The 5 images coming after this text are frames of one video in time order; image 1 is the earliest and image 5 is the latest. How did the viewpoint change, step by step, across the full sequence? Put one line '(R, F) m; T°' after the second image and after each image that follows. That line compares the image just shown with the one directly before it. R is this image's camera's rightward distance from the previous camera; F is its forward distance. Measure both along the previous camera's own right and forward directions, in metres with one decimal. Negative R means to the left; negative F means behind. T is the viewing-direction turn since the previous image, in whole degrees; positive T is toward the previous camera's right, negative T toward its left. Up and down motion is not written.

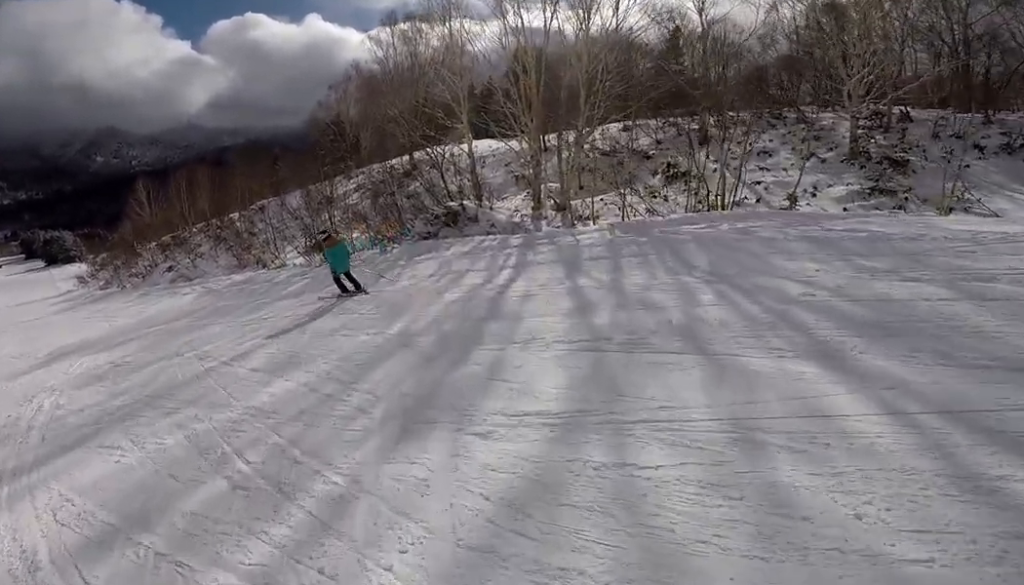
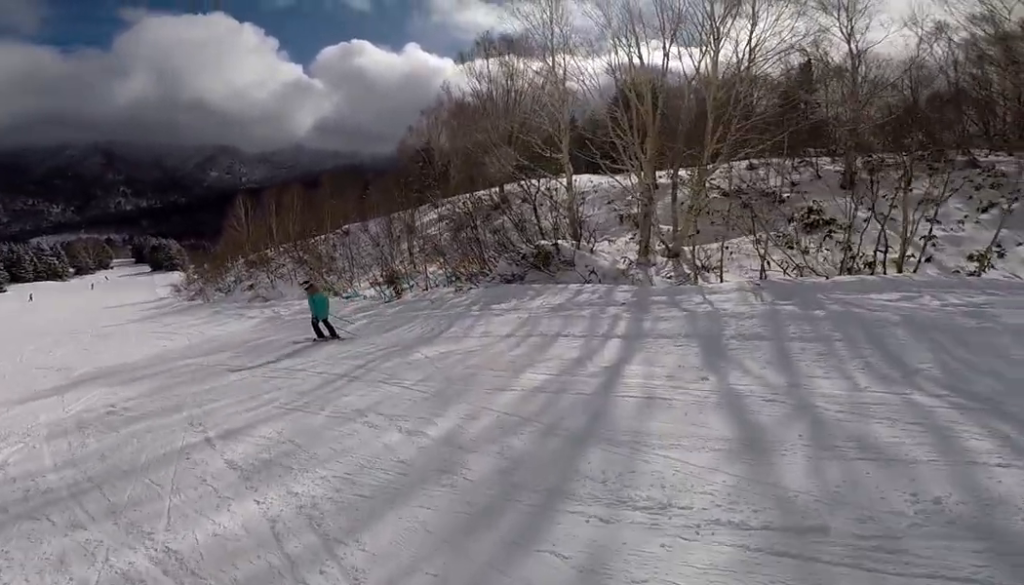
(+0.3, +2.6) m; -5°
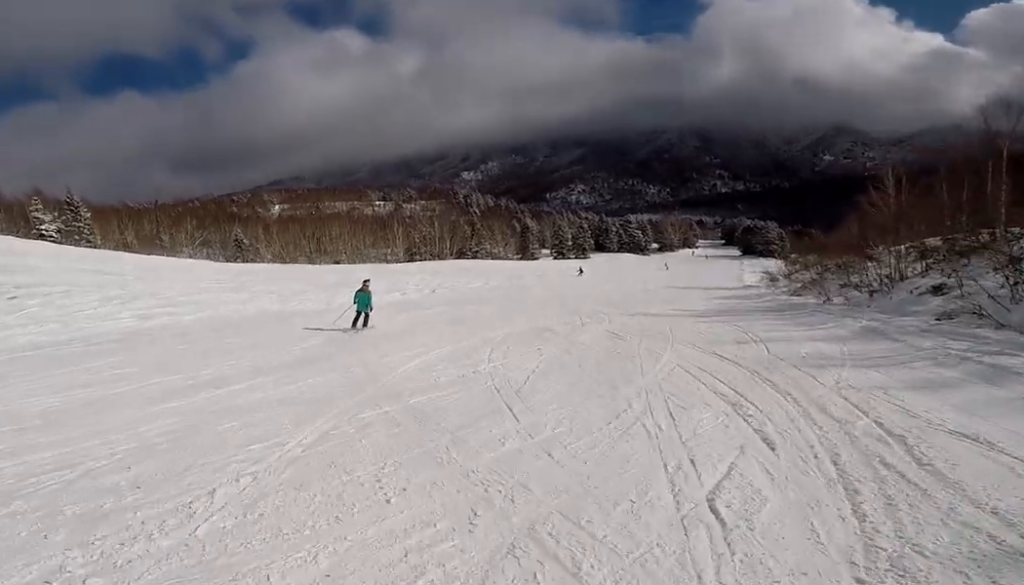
(-11.2, +10.3) m; -82°
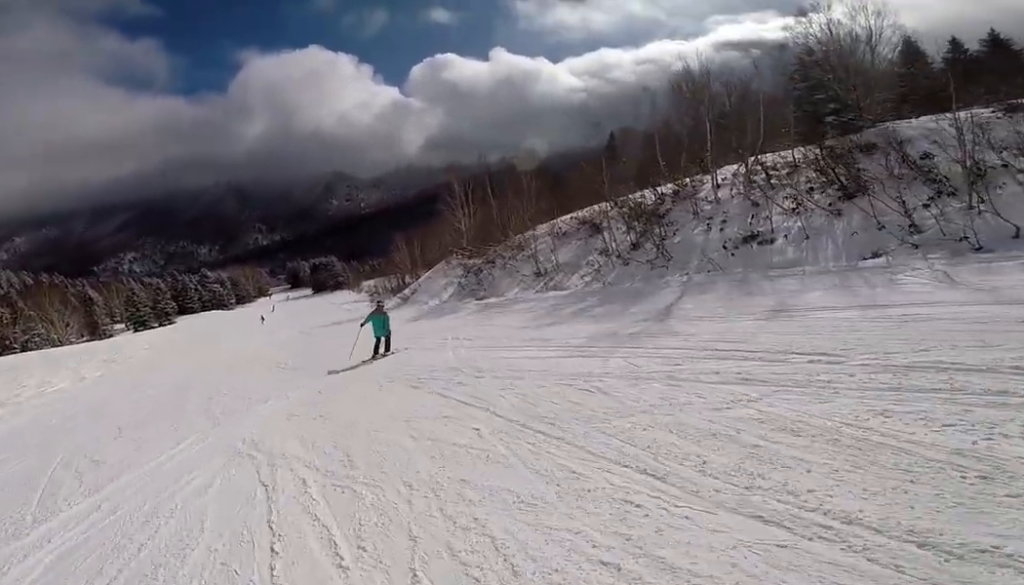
(+3.3, +14.9) m; +43°
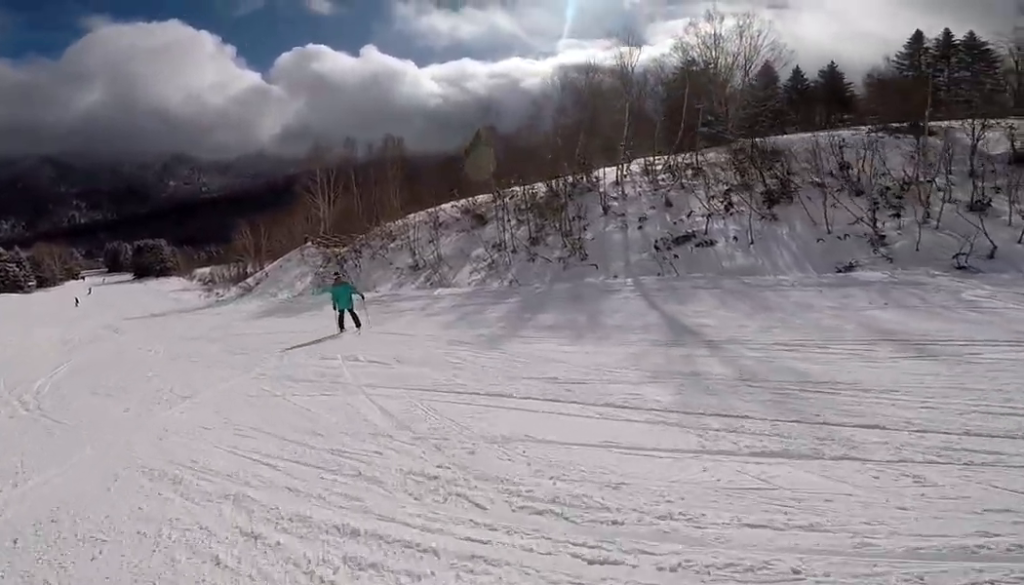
(+1.0, +5.3) m; +14°
